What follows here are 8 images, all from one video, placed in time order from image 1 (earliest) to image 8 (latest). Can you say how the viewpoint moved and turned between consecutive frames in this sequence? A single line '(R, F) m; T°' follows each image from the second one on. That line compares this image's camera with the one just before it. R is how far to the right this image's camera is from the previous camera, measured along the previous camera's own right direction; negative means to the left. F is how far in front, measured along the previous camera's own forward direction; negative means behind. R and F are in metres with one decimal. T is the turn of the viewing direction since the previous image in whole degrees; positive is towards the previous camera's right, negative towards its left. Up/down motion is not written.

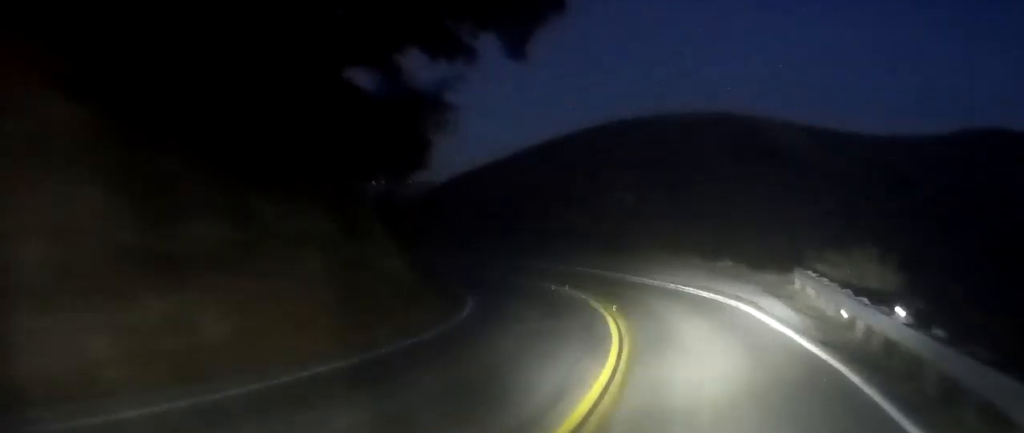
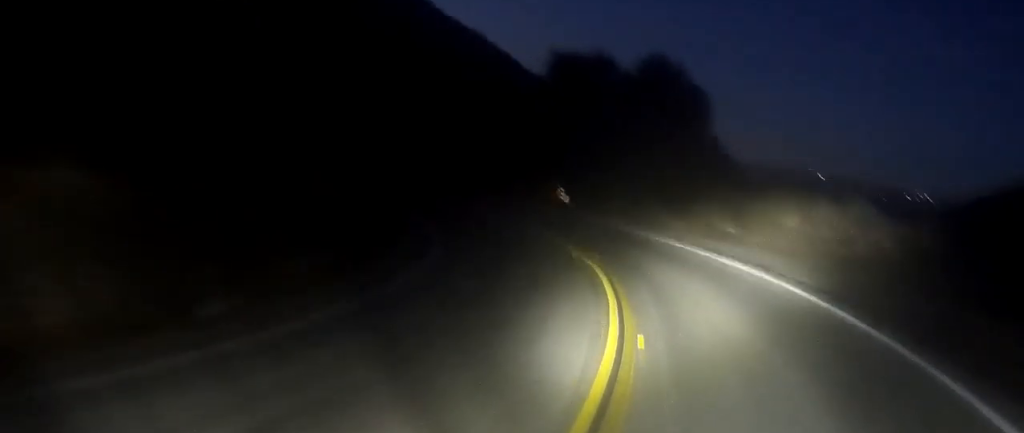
(-12.4, +29.6) m; -53°
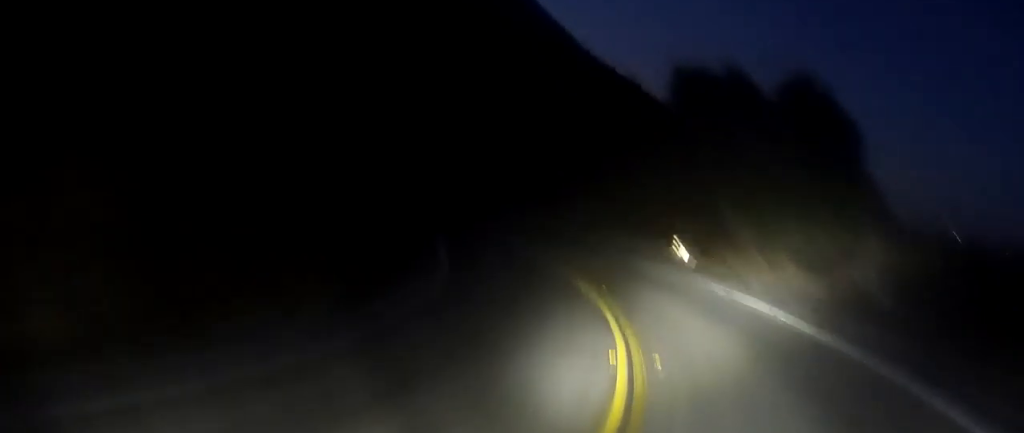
(-0.9, +7.8) m; -10°
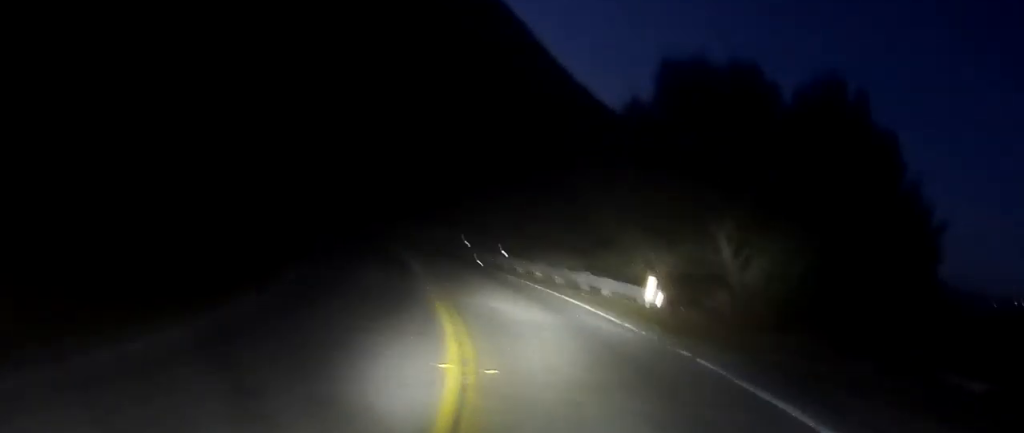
(-0.4, +7.9) m; -4°
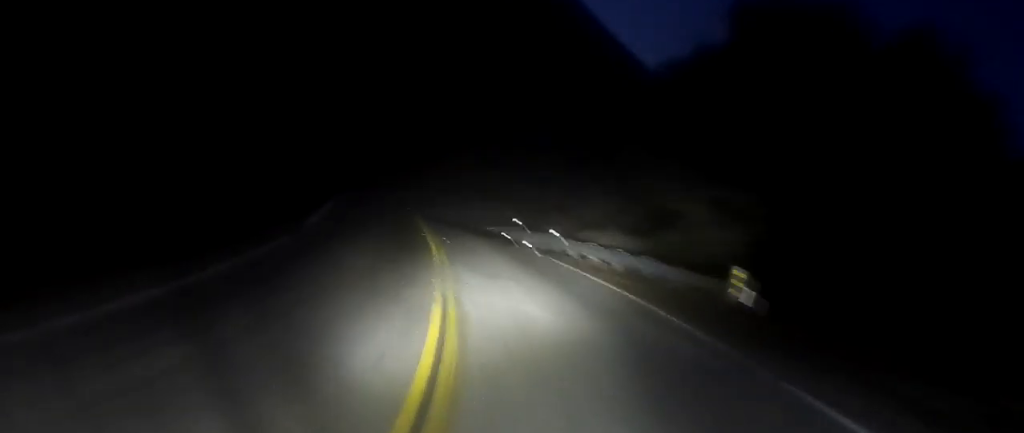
(-0.1, +4.7) m; -3°
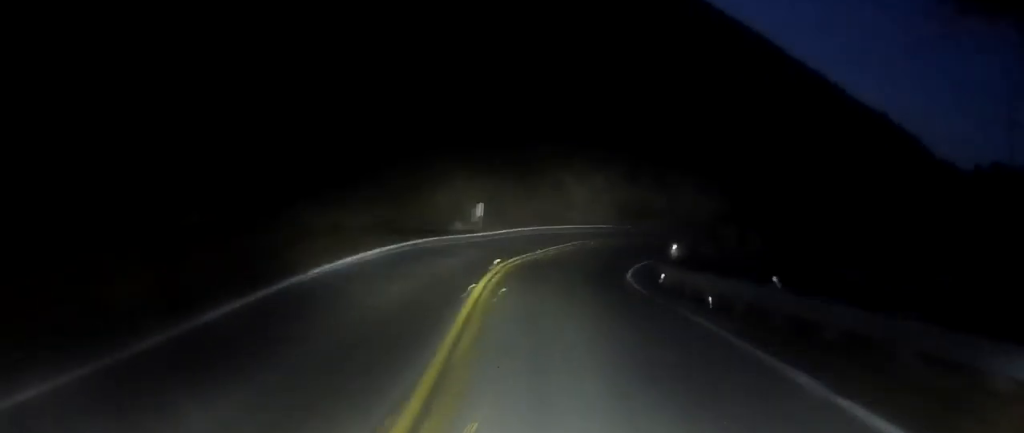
(-1.2, +13.9) m; -9°
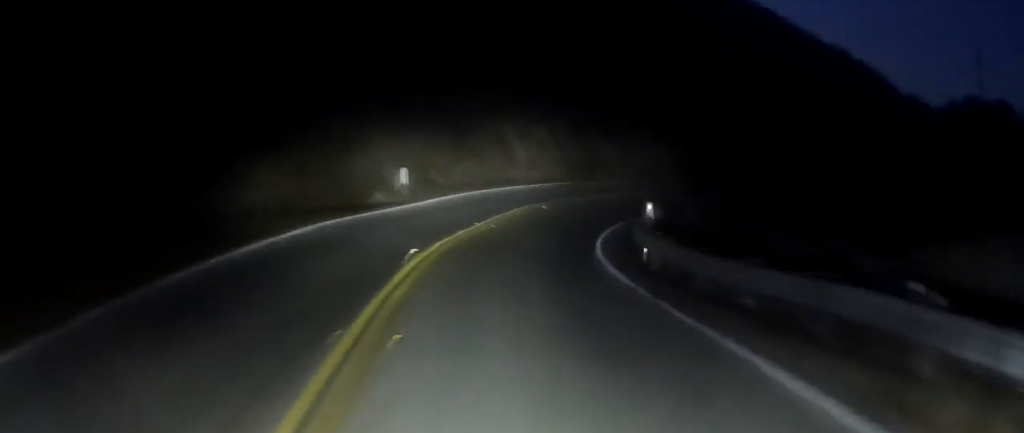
(-0.5, +5.8) m; -2°
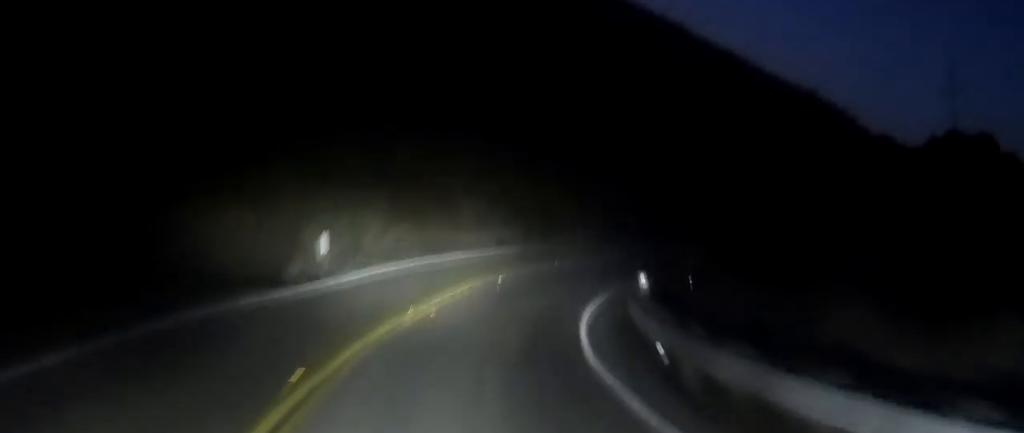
(0.0, +5.7) m; +1°
